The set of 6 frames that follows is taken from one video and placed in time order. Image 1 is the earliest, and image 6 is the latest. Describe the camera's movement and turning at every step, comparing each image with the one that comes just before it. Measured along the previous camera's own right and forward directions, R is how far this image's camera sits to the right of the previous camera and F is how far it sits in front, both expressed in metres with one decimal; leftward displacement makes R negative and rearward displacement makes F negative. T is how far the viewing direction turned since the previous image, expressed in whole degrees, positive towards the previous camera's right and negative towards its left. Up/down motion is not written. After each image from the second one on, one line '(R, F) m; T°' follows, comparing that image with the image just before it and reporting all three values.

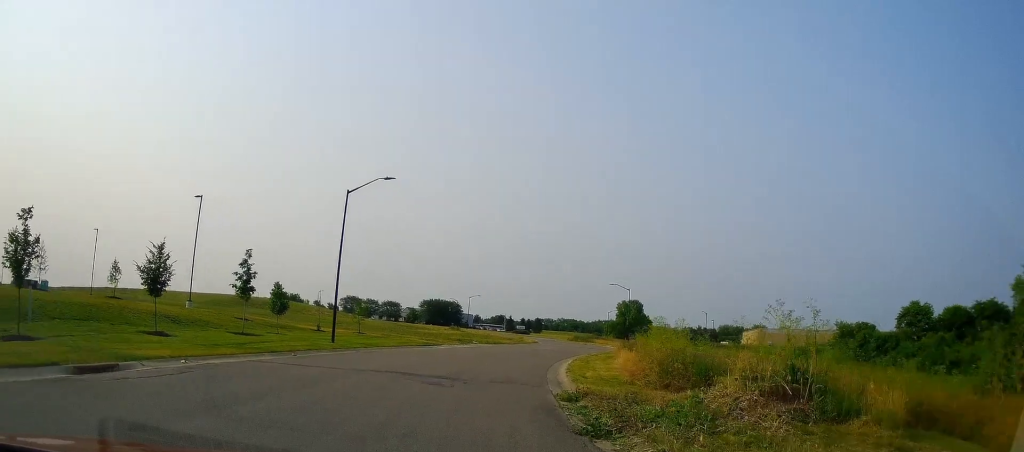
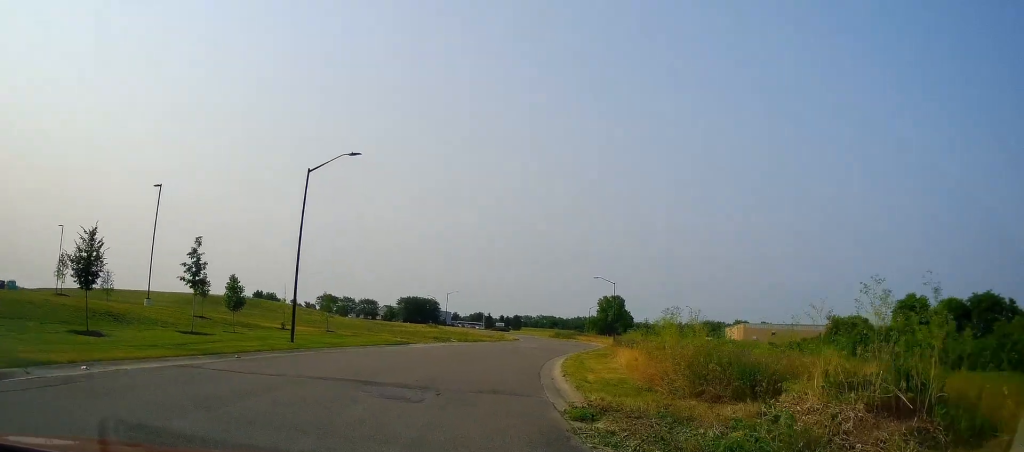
(+0.2, +4.1) m; +1°
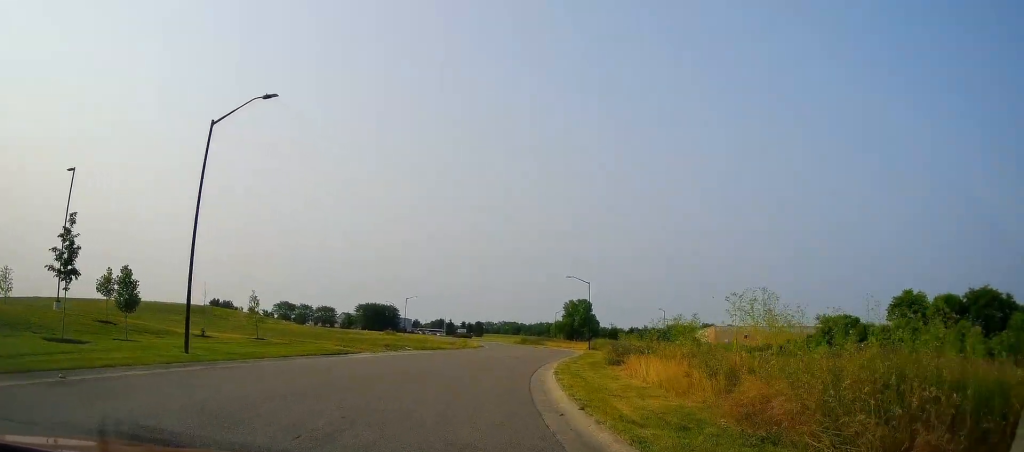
(+0.1, +8.2) m; +2°
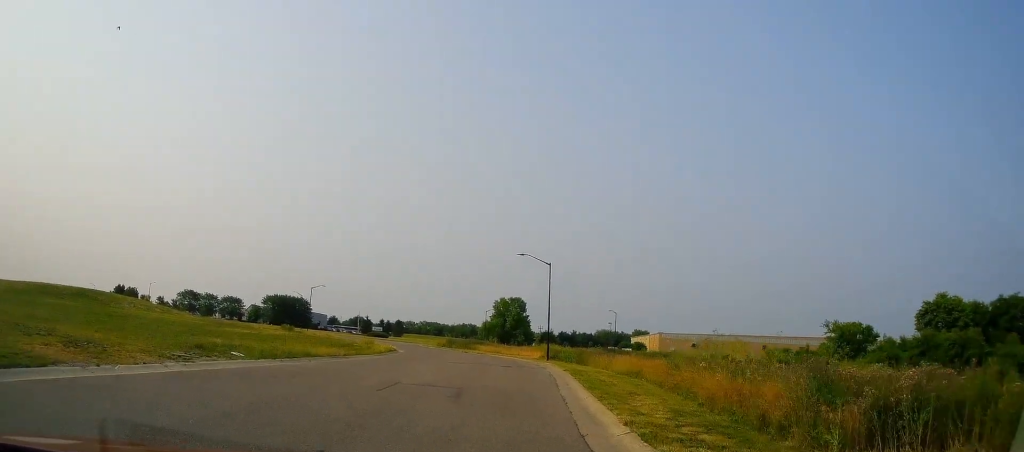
(+1.8, +23.2) m; +6°
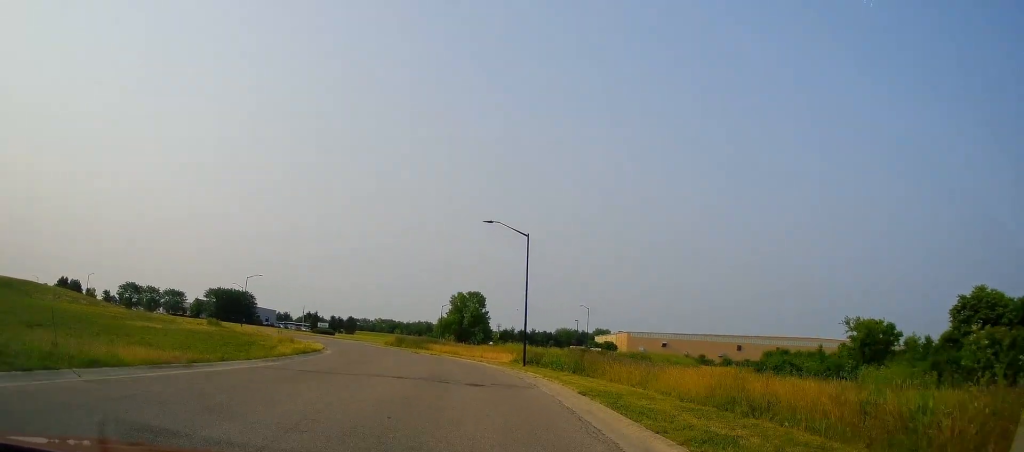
(+0.1, +14.1) m; +6°
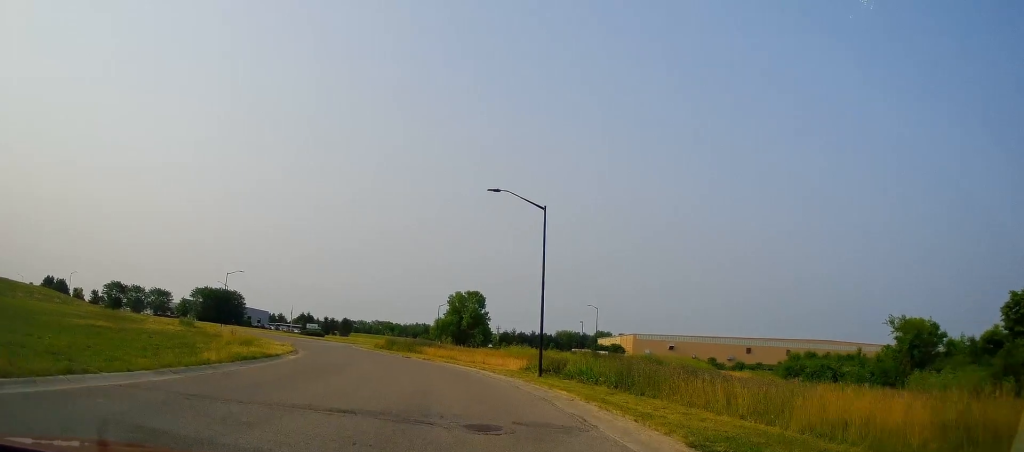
(+0.5, +8.7) m; 0°
